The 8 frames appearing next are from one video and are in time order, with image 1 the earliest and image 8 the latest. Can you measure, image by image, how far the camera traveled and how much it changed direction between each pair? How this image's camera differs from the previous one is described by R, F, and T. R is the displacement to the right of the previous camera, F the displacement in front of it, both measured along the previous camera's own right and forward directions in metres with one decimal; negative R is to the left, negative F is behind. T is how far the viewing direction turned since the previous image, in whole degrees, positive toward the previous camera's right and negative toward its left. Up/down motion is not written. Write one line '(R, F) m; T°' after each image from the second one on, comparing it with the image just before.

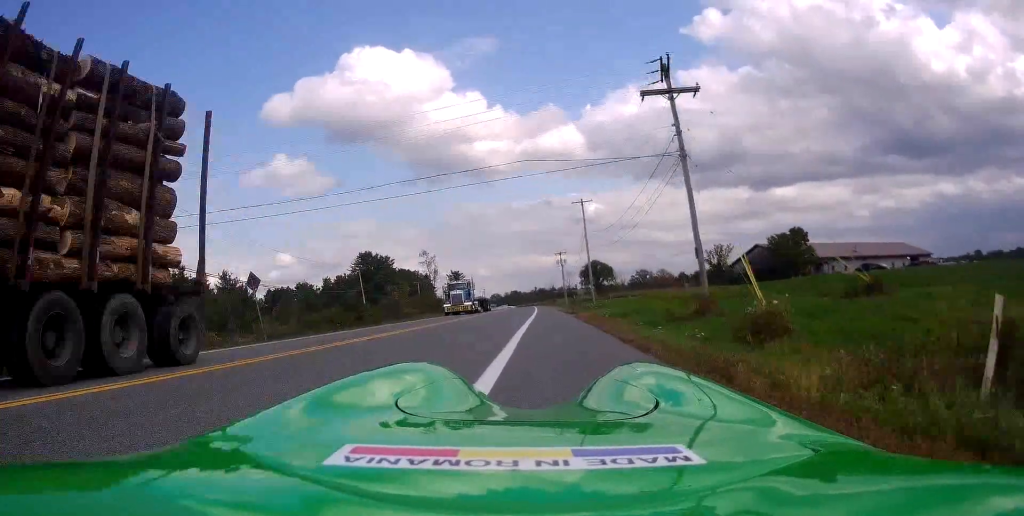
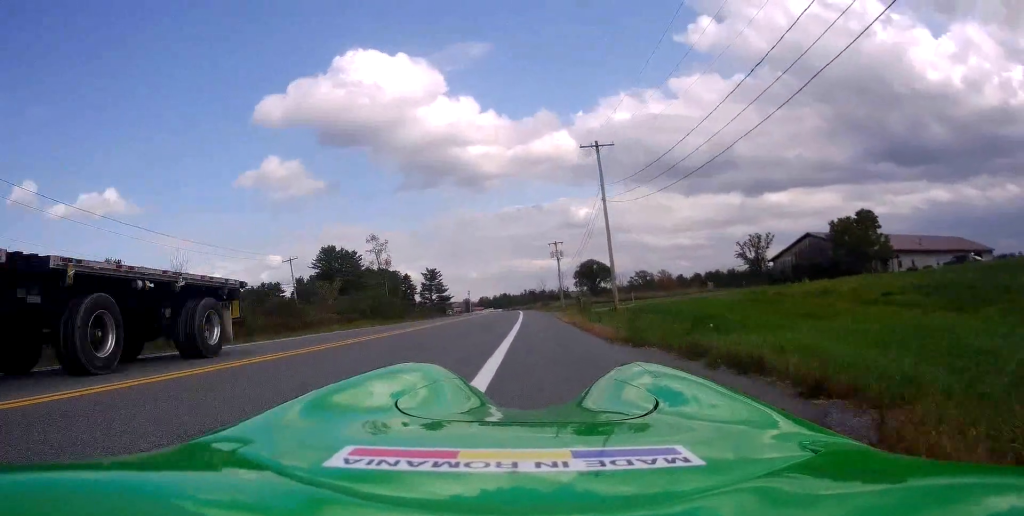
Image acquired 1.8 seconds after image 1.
(+0.3, +25.5) m; +3°
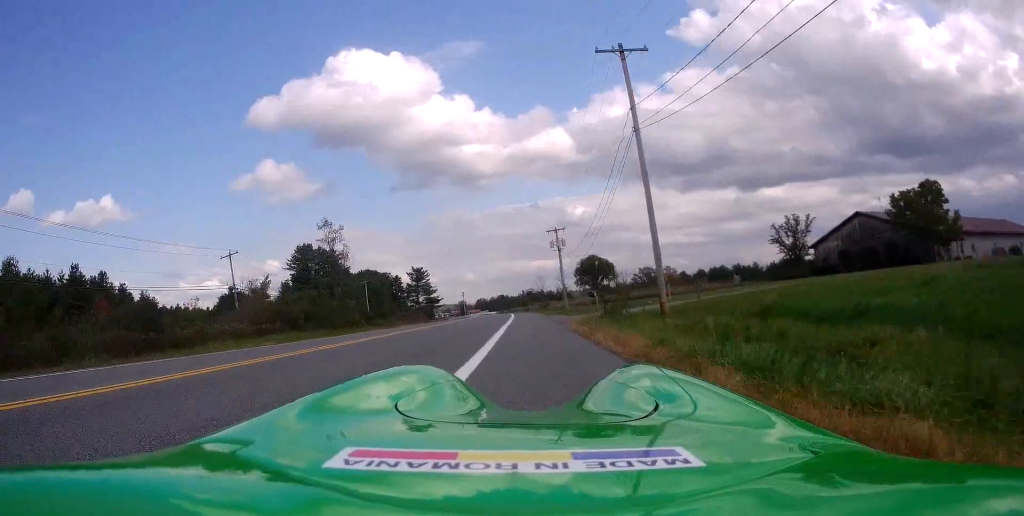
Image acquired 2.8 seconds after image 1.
(+0.7, +15.0) m; 0°
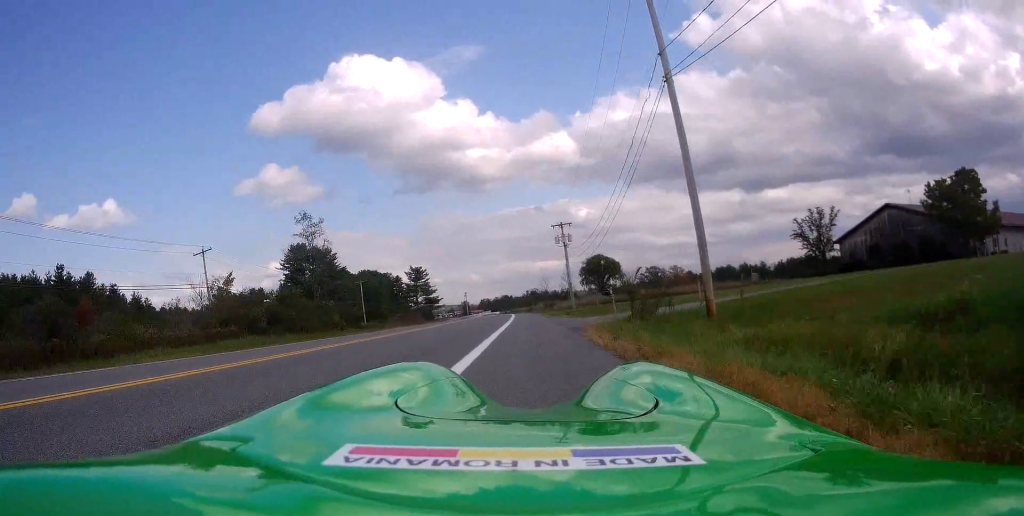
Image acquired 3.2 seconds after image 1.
(-0.3, +6.6) m; -1°
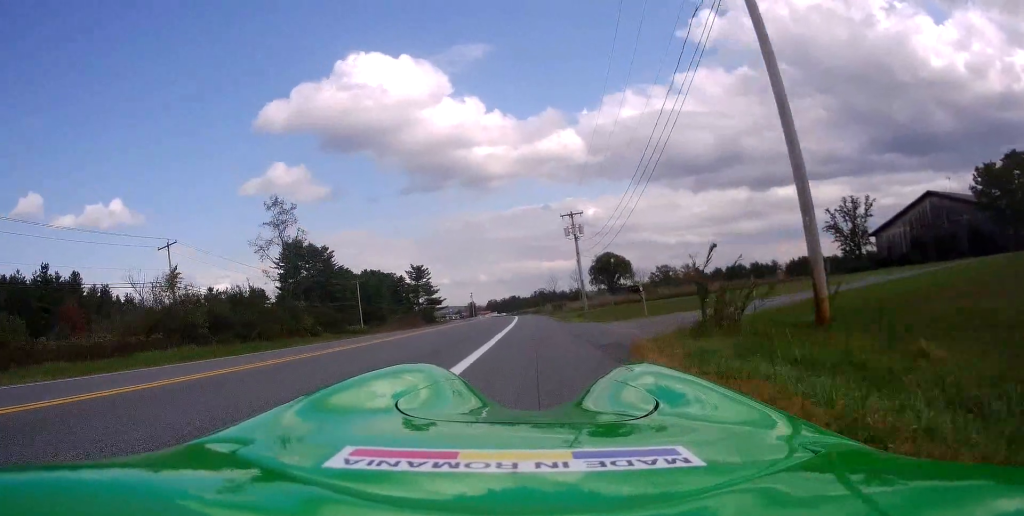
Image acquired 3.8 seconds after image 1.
(-0.2, +7.2) m; -1°
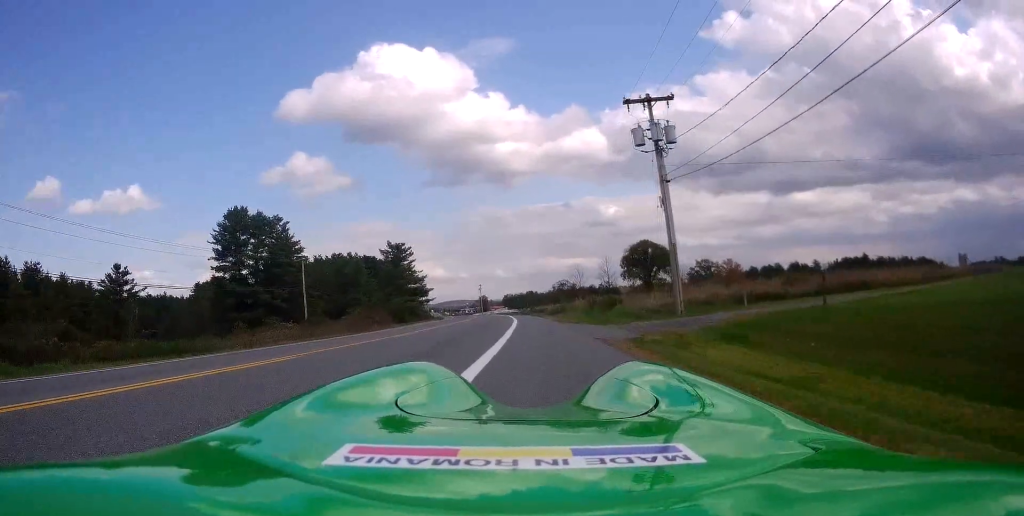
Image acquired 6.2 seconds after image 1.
(+0.2, +35.0) m; +1°
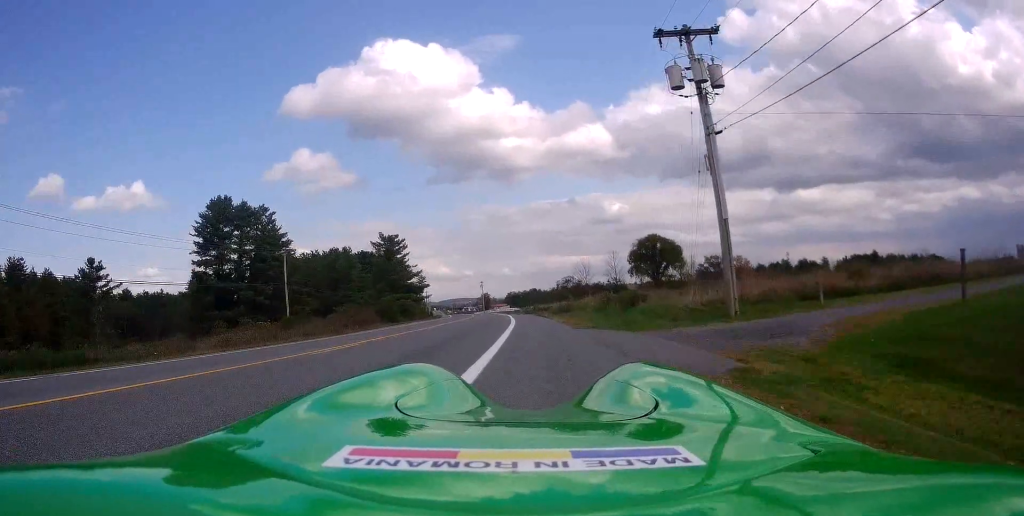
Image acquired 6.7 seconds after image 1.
(+0.3, +7.0) m; -1°
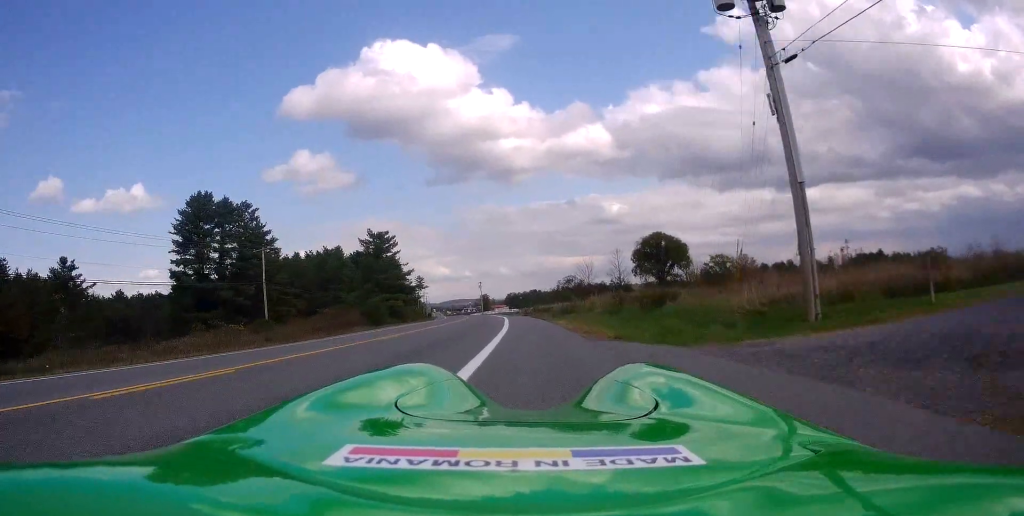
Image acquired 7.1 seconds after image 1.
(-0.1, +5.8) m; -1°
